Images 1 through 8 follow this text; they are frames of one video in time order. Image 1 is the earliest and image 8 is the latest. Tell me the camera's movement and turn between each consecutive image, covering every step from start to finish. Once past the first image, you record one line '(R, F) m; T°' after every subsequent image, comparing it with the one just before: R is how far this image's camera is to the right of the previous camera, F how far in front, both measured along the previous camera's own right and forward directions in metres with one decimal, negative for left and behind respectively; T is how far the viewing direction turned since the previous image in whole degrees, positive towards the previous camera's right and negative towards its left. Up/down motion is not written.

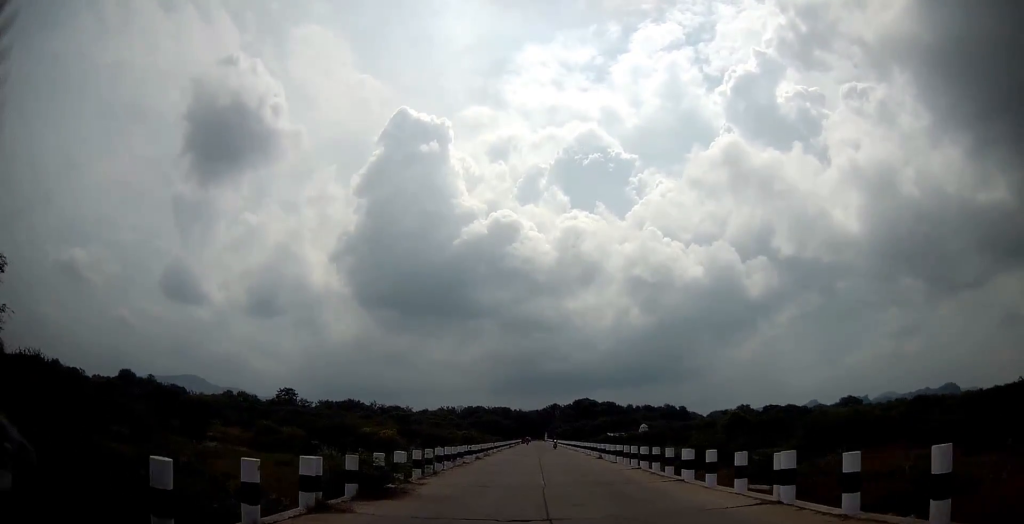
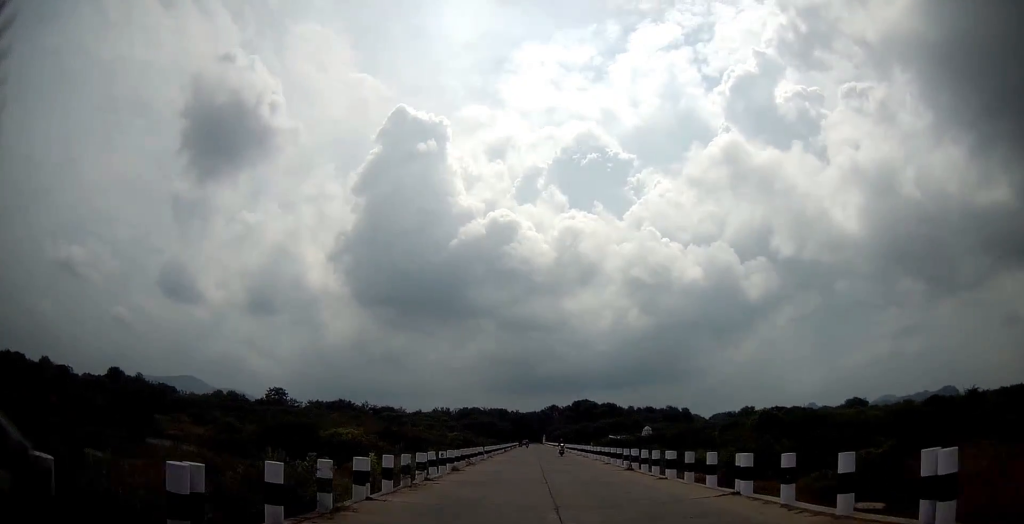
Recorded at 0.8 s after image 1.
(0.0, +10.8) m; +1°
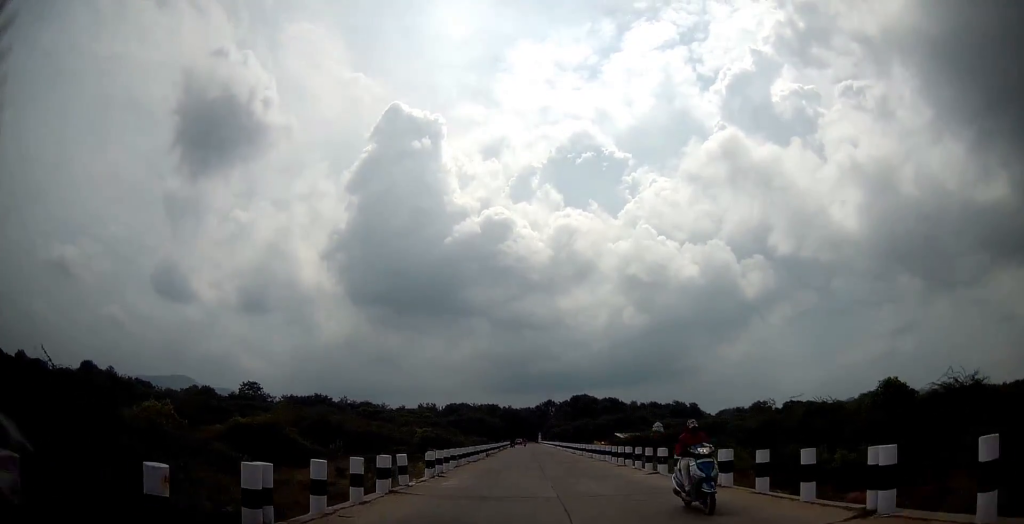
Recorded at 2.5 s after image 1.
(0.0, +25.0) m; 0°
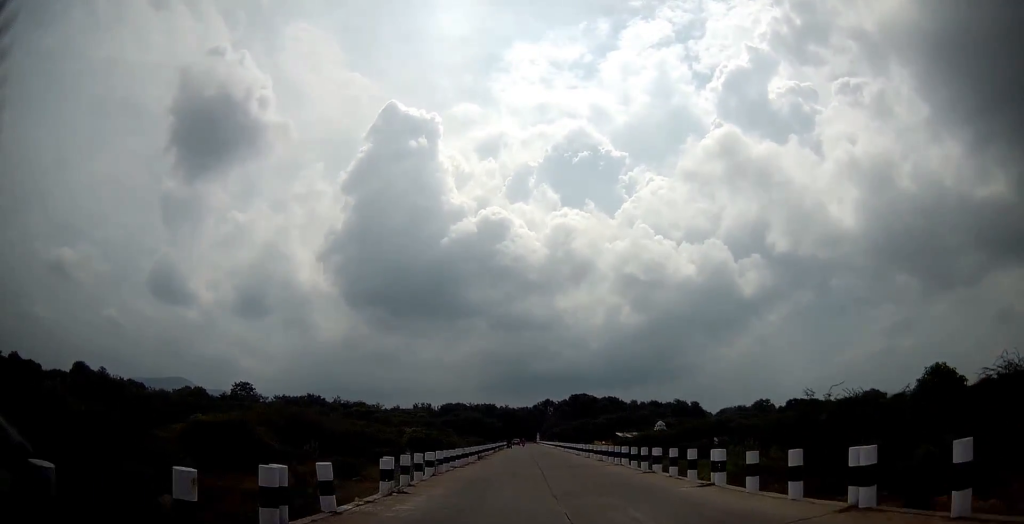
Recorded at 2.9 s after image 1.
(0.0, +6.0) m; 0°
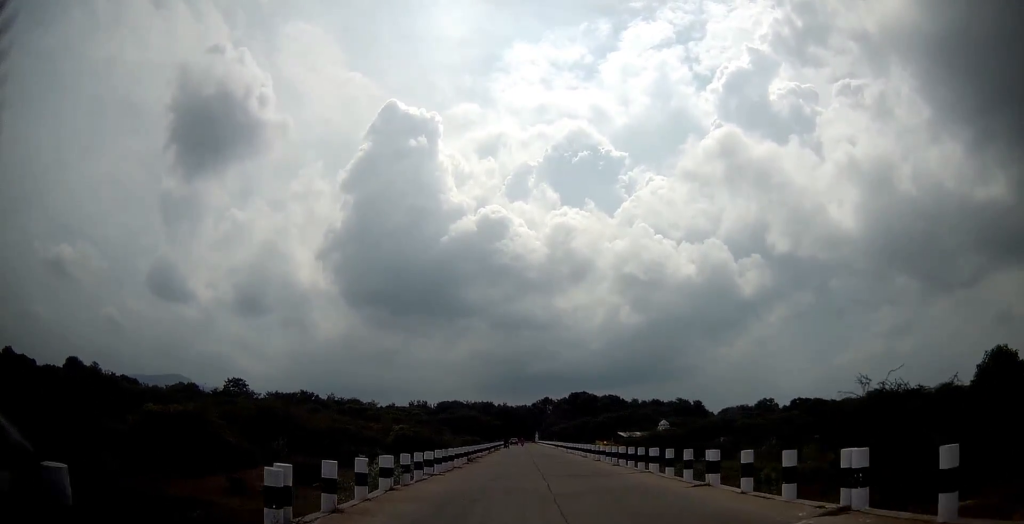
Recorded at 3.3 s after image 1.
(+0.2, +6.3) m; 0°
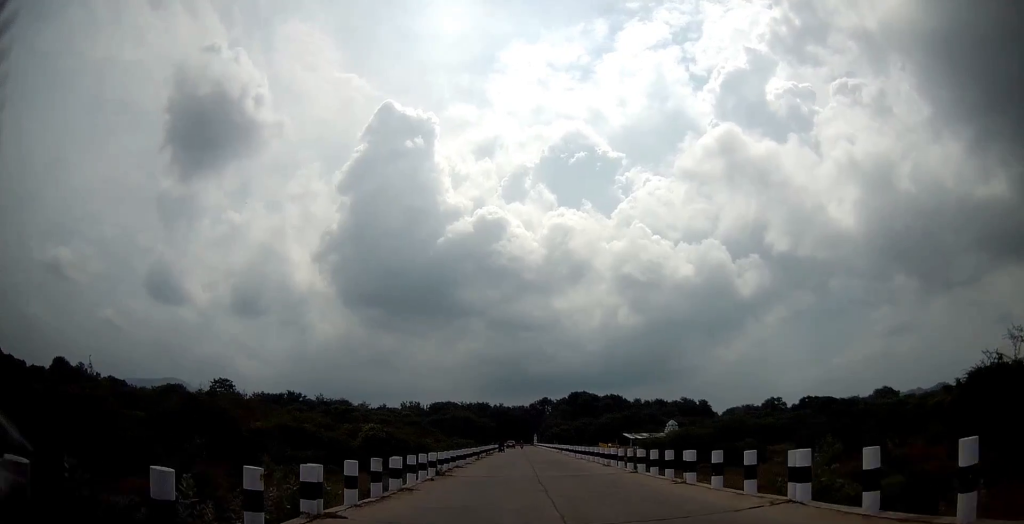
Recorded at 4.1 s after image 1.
(0.0, +11.3) m; 0°
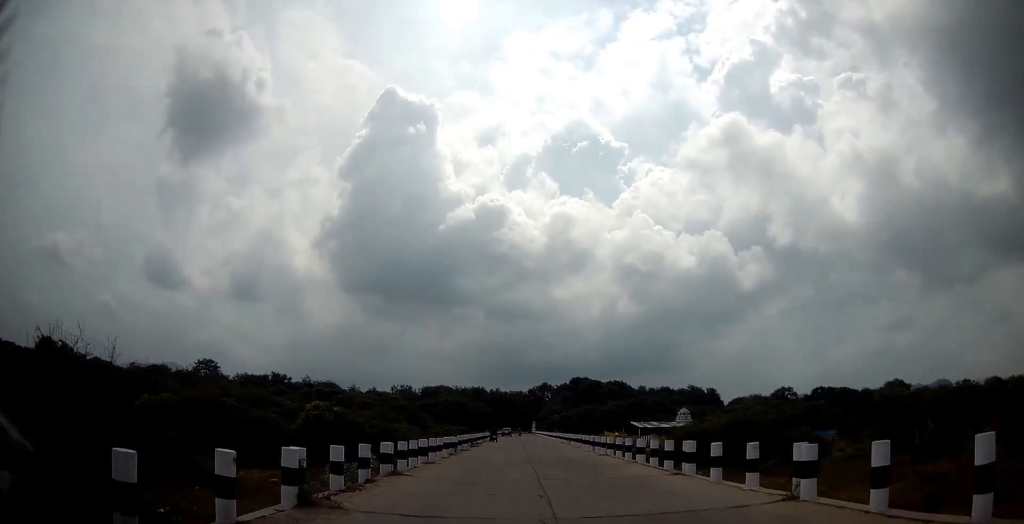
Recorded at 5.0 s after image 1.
(0.0, +13.3) m; +1°
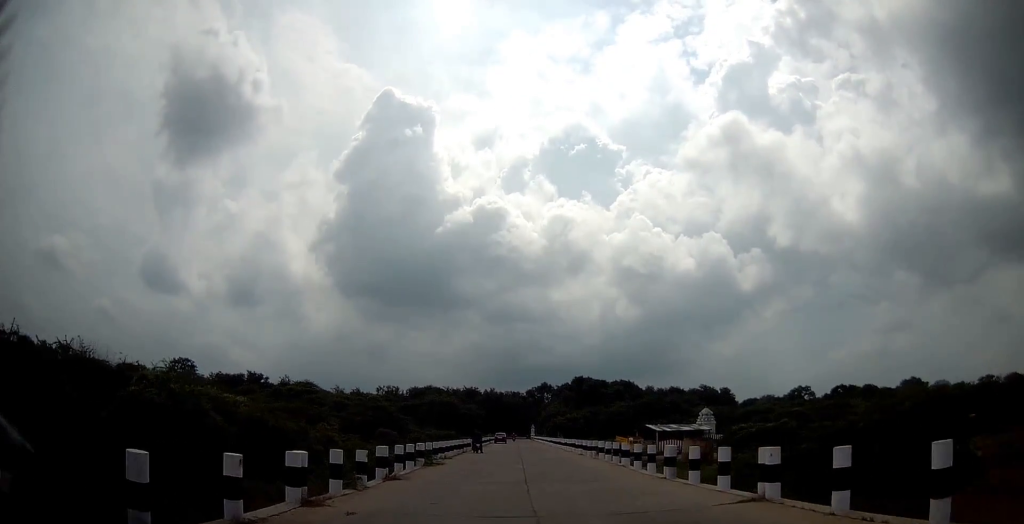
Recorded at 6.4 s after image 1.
(+0.4, +18.7) m; 0°
